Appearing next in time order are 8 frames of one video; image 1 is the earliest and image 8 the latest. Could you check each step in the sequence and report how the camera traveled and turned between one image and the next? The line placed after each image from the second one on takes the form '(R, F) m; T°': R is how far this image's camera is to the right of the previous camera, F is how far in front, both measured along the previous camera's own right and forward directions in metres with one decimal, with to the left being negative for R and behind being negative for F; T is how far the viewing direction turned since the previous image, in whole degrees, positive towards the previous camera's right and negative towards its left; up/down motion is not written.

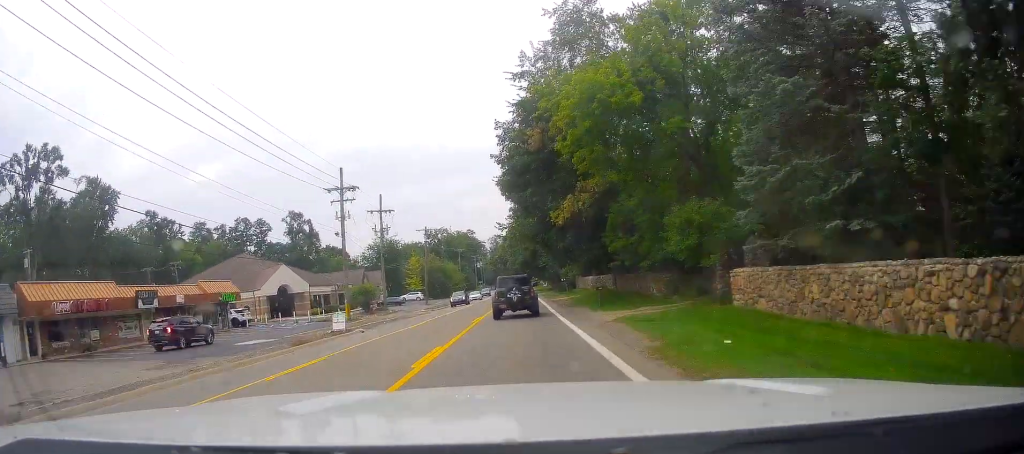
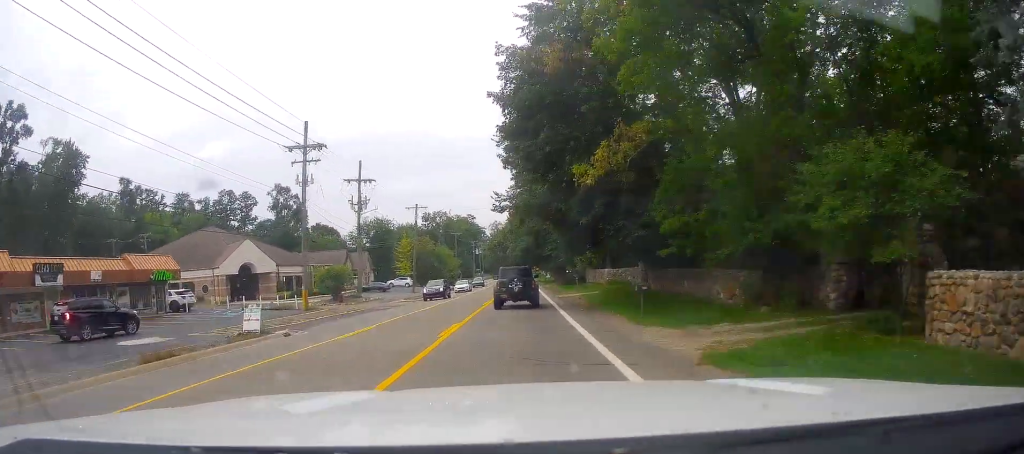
(+0.2, +9.8) m; 0°
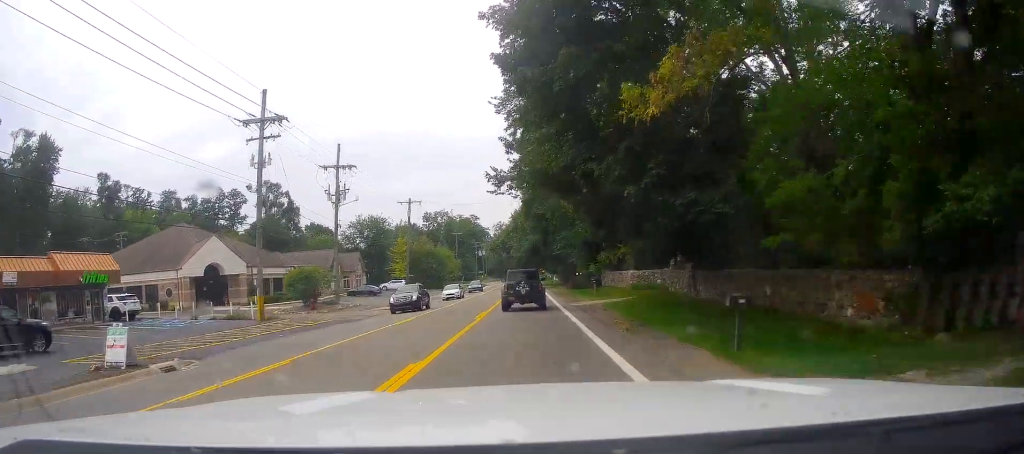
(-0.2, +8.0) m; -1°
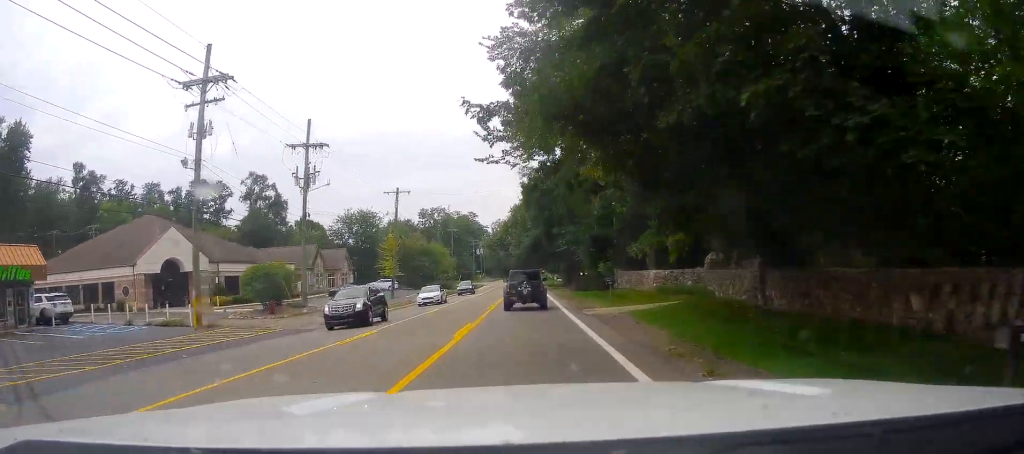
(-0.1, +7.0) m; 0°
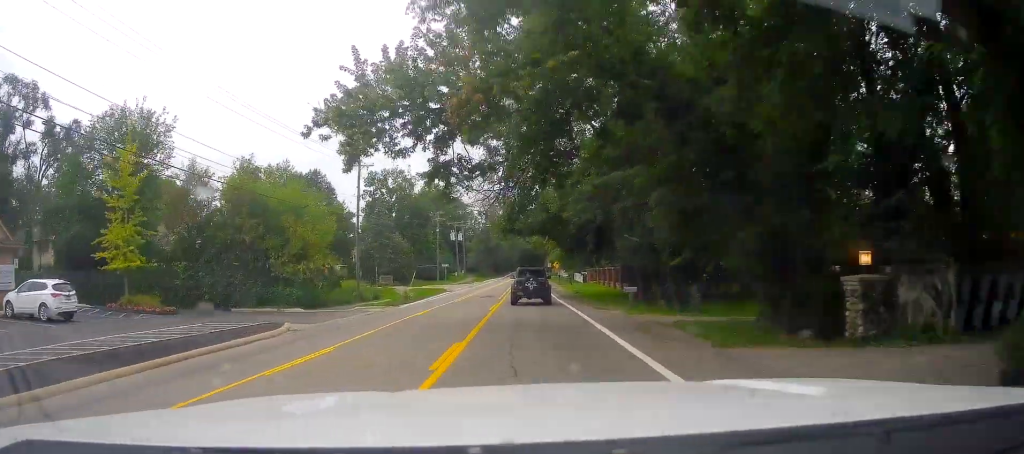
(+2.3, +64.5) m; +1°
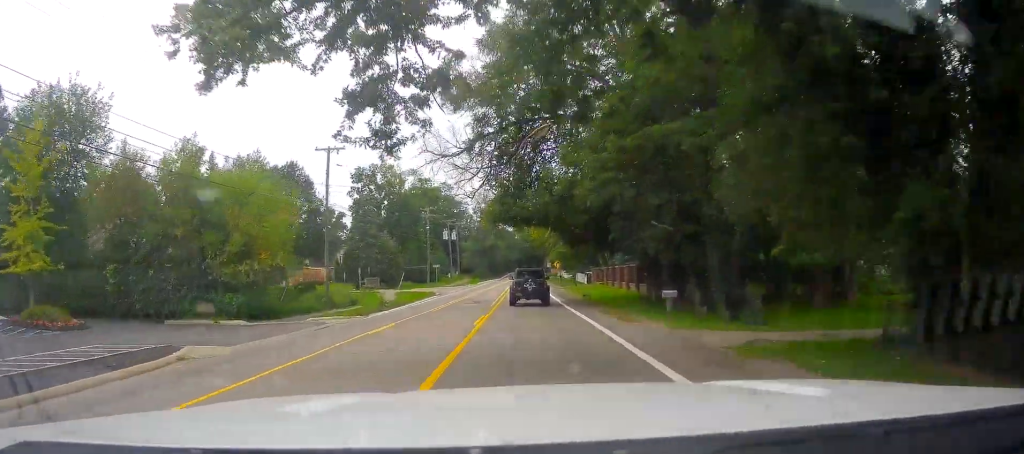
(-0.1, +7.3) m; 0°
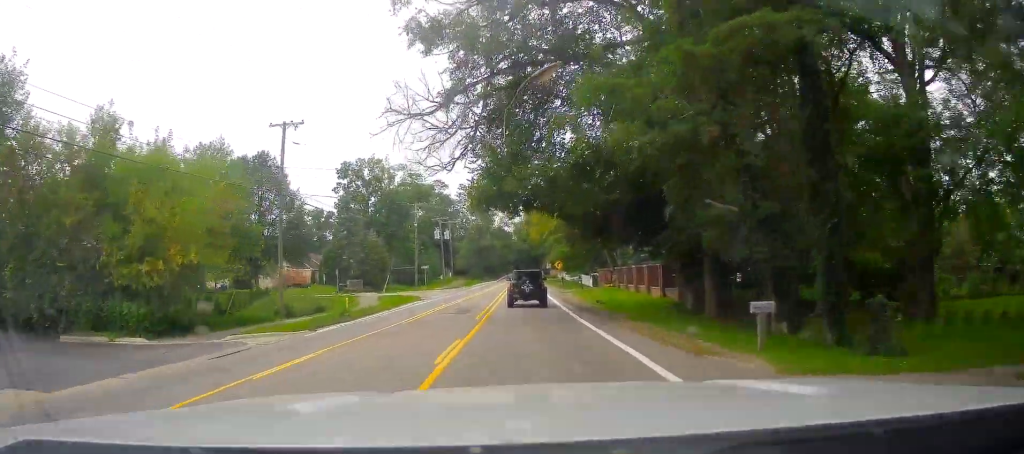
(0.0, +8.1) m; 0°
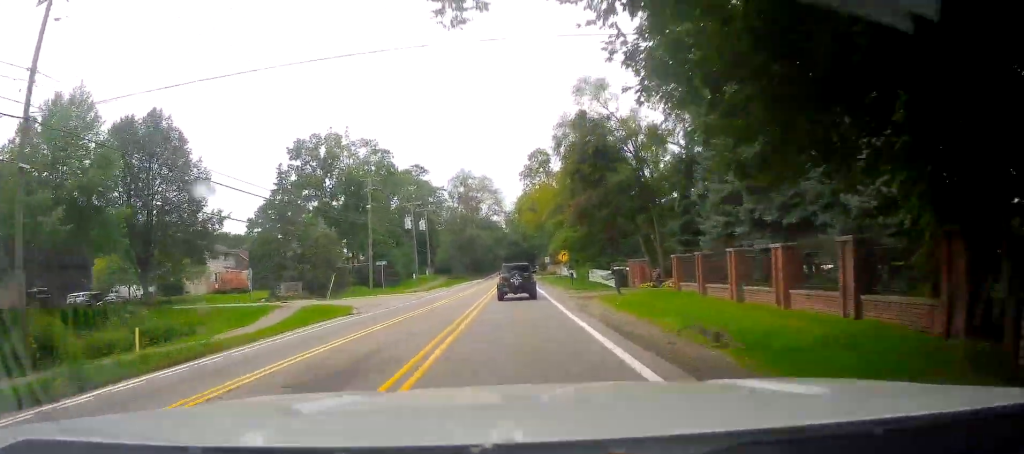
(0.0, +20.7) m; +1°
